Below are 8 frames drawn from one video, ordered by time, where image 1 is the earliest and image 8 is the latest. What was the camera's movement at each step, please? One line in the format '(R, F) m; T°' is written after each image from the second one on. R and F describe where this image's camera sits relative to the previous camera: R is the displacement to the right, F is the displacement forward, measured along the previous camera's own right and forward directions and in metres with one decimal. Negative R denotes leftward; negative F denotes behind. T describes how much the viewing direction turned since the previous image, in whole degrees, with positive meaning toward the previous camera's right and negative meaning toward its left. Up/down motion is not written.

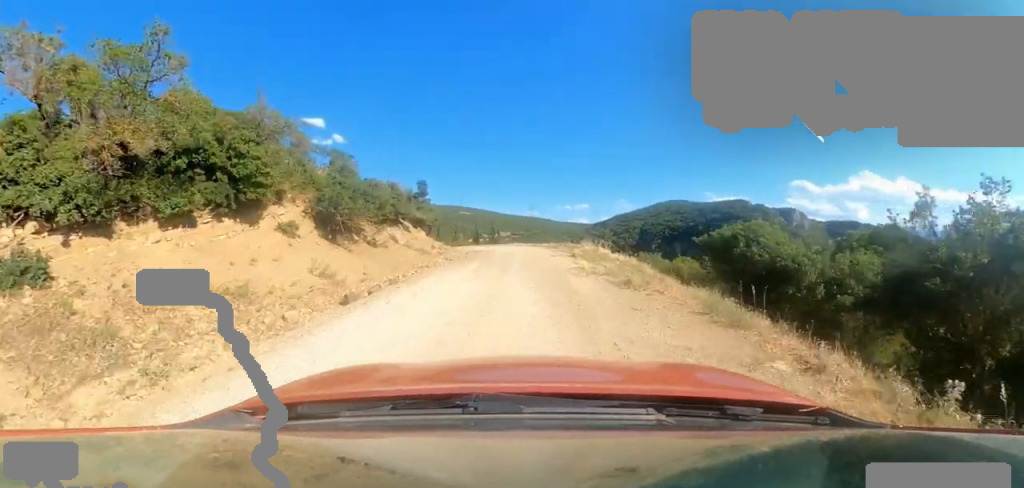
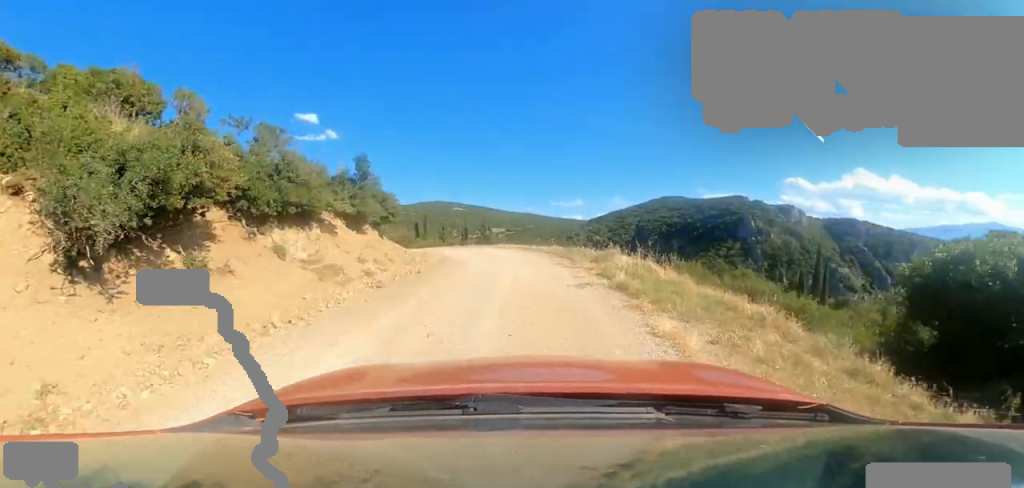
(+1.0, +7.6) m; +9°
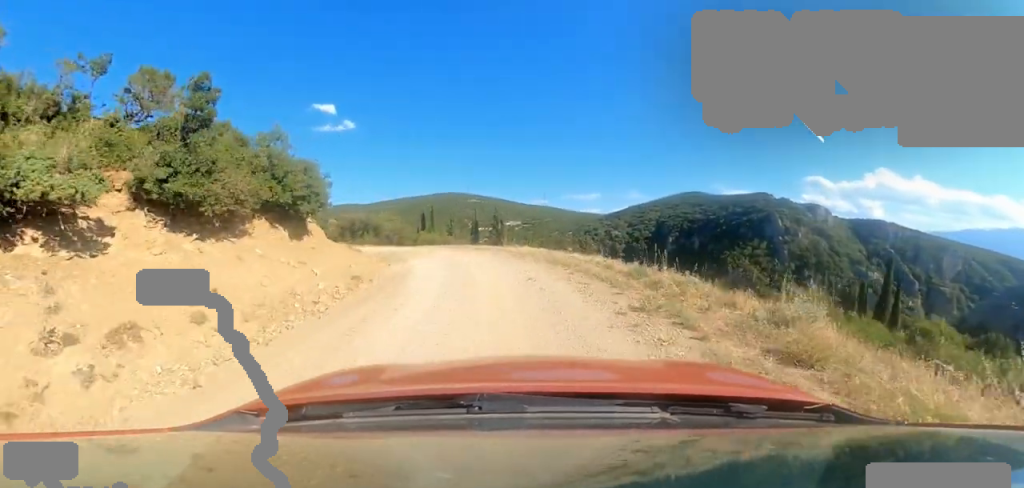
(-0.2, +9.1) m; -10°
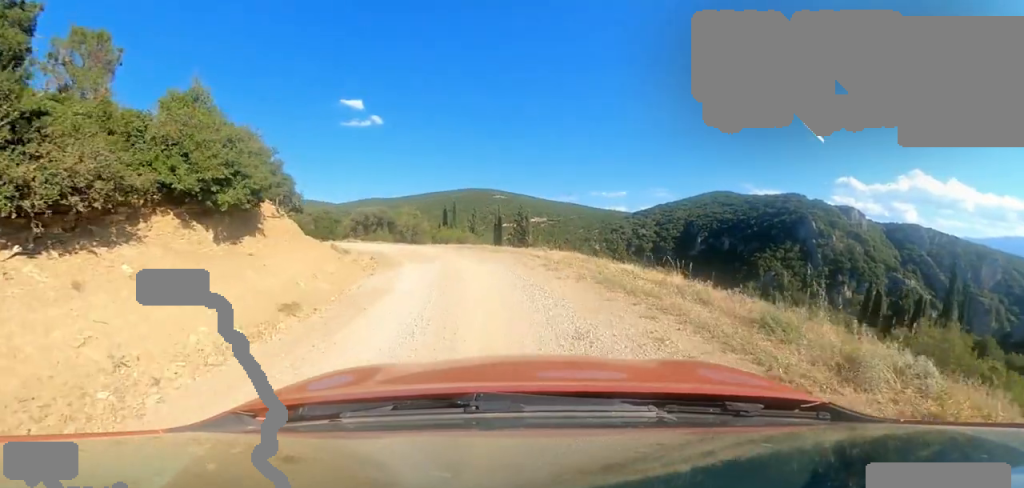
(-0.6, +4.3) m; -6°
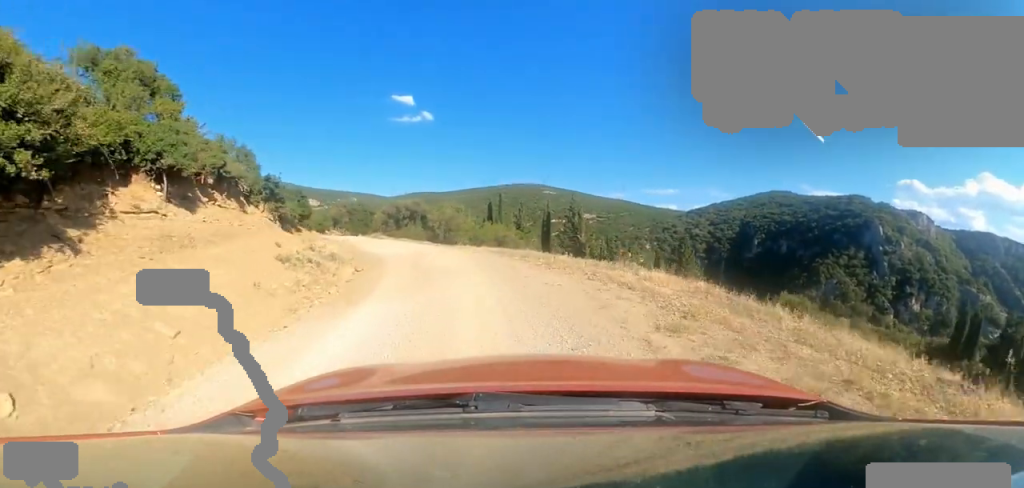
(-0.3, +6.7) m; -3°
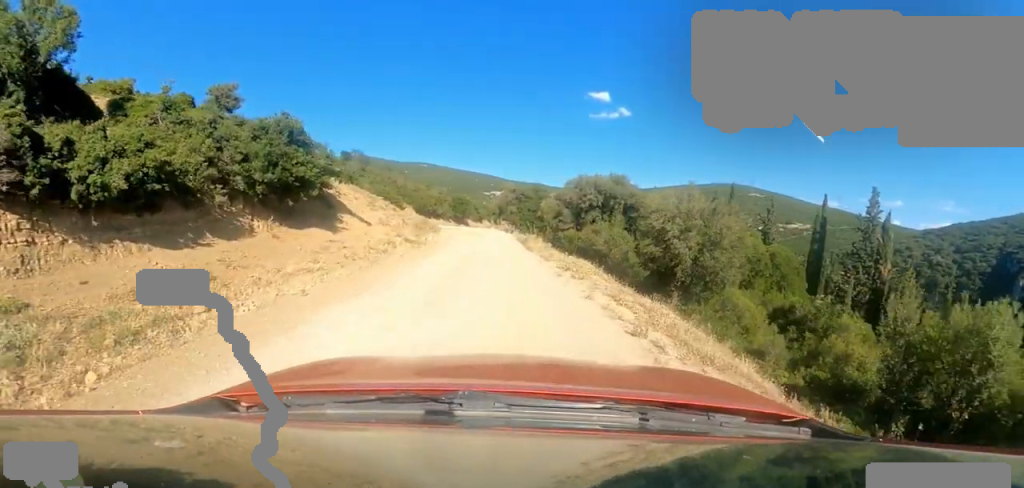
(-2.4, +20.7) m; -23°
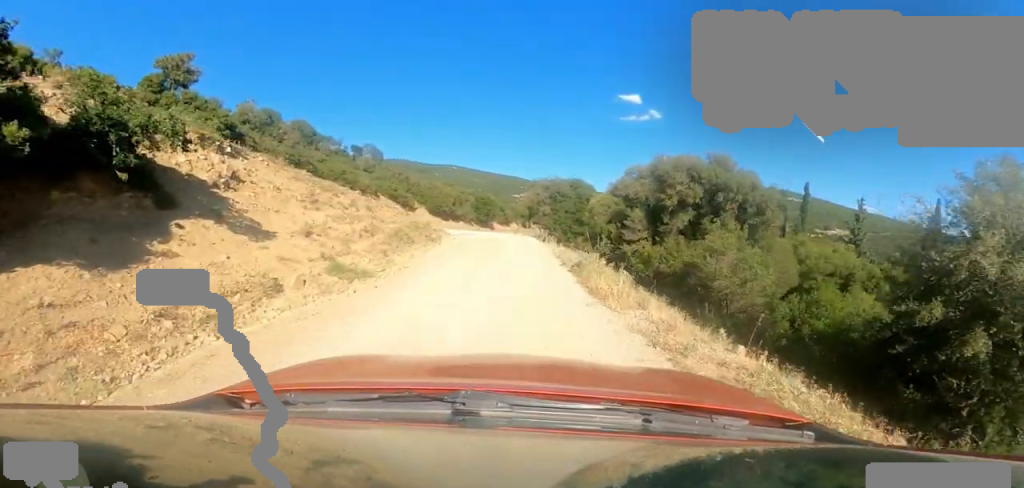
(-1.3, +8.1) m; -16°
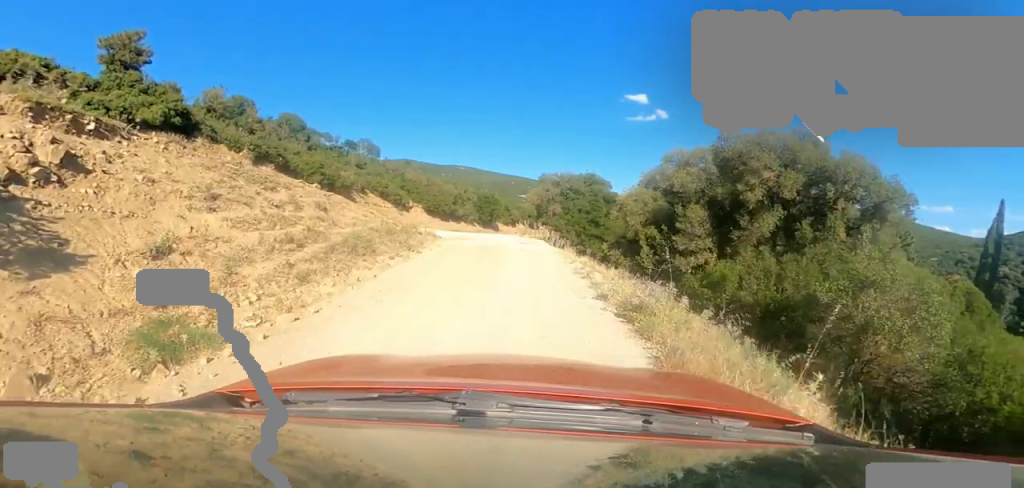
(-0.9, +4.3) m; -1°
